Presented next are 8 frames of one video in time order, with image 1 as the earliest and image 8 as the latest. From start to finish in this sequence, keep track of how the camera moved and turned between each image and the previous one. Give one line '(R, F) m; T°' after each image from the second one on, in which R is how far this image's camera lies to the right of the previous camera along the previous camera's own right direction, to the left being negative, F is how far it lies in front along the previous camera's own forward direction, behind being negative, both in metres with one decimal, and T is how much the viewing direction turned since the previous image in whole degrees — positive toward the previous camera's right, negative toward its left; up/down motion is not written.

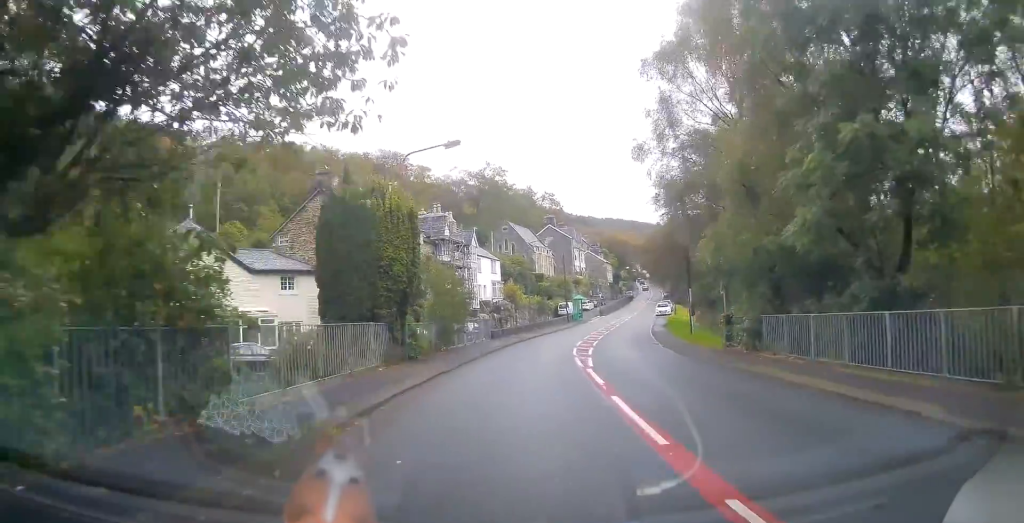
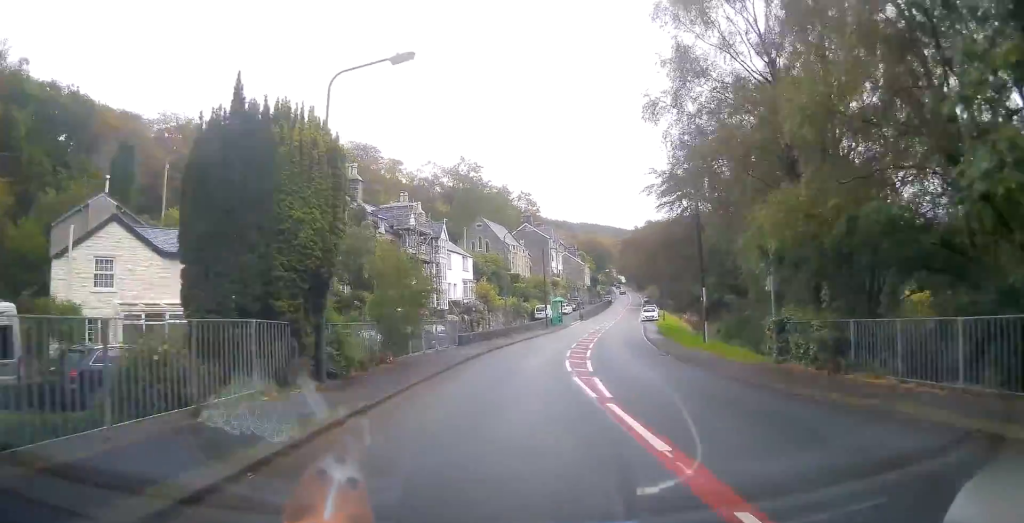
(0.0, +6.3) m; +2°
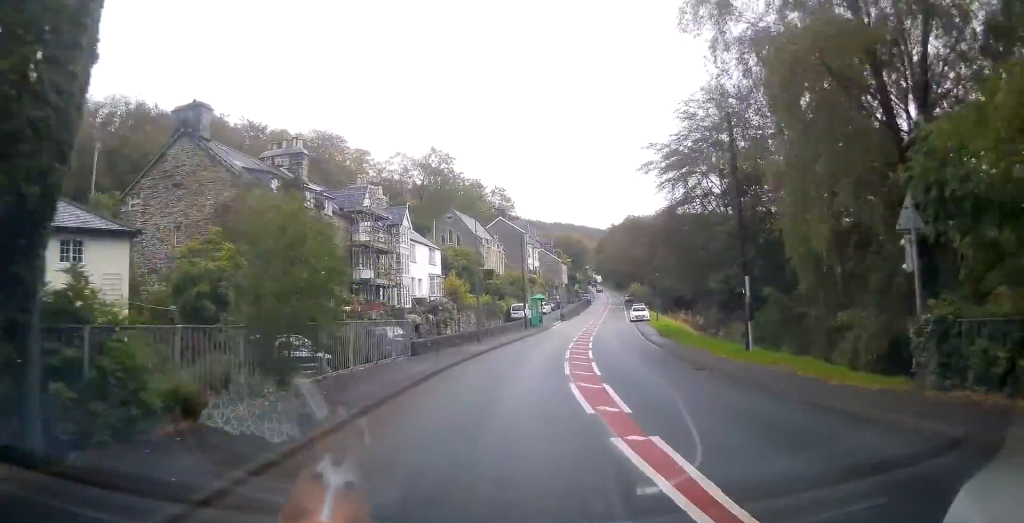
(+0.3, +7.5) m; +2°
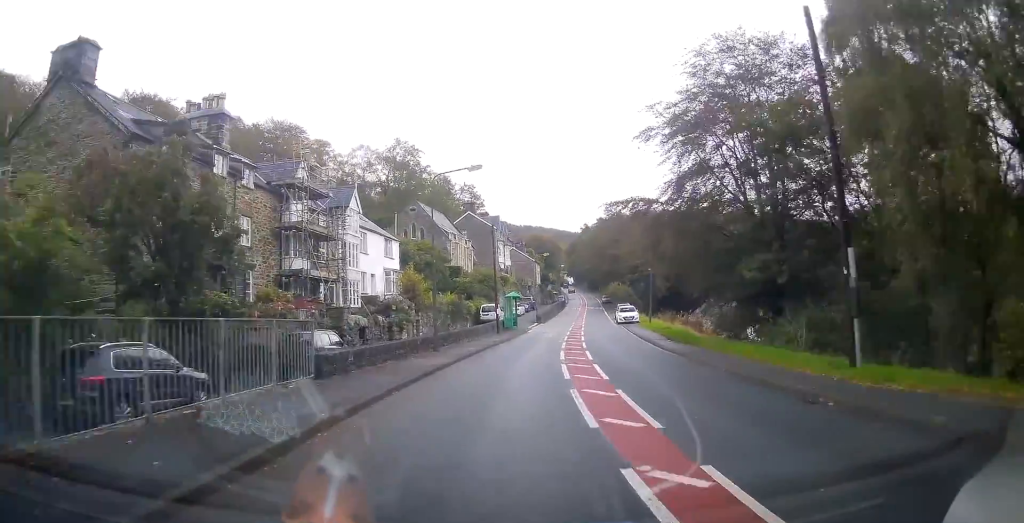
(+0.2, +7.9) m; +3°
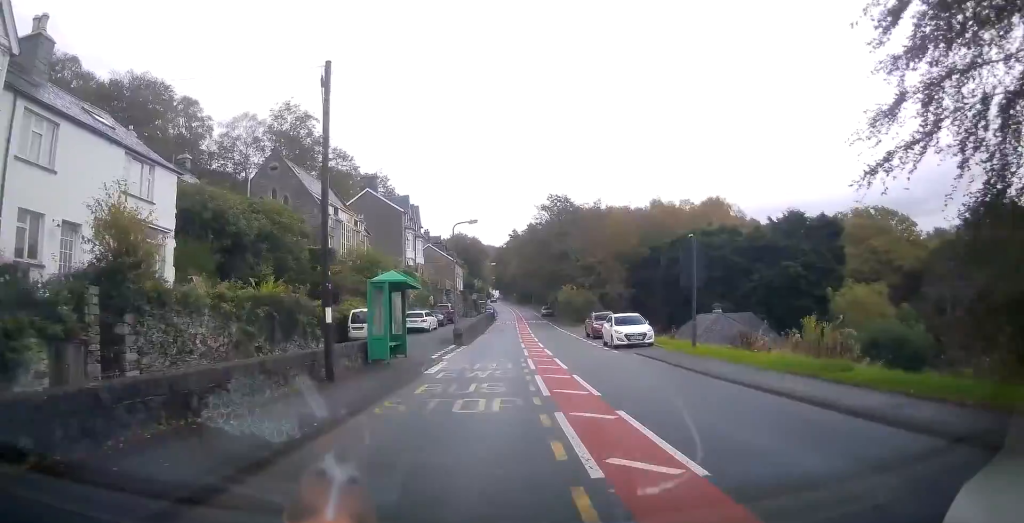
(+2.4, +26.0) m; +8°
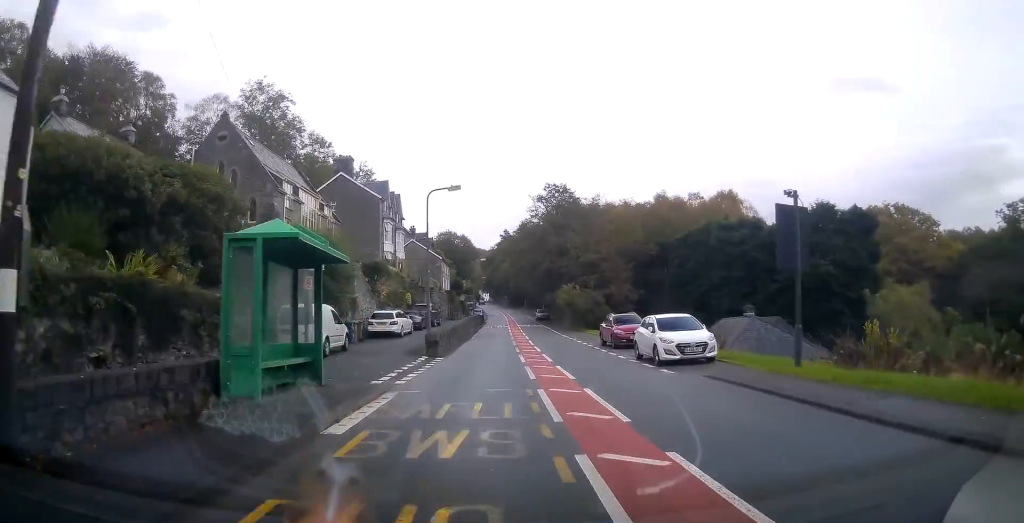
(-0.2, +8.9) m; +1°
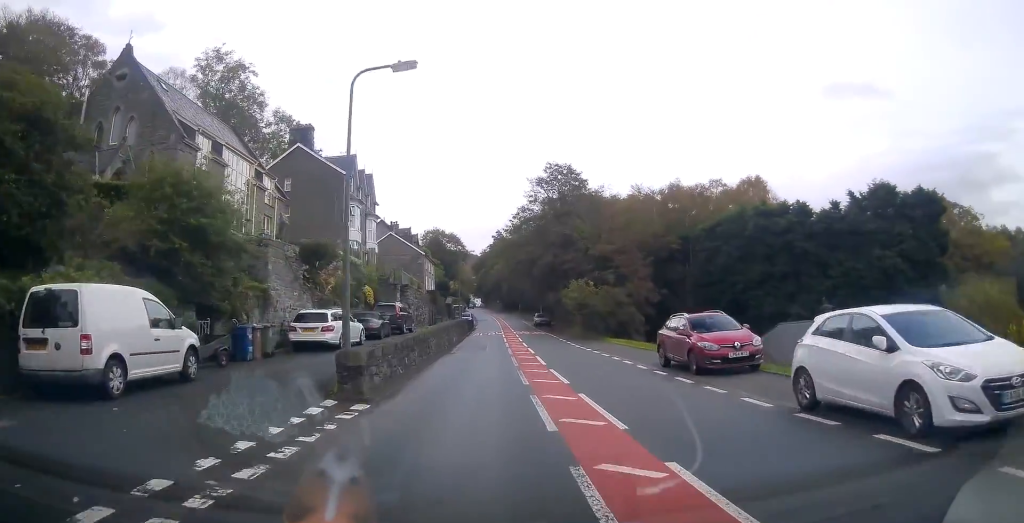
(+0.4, +12.3) m; +2°
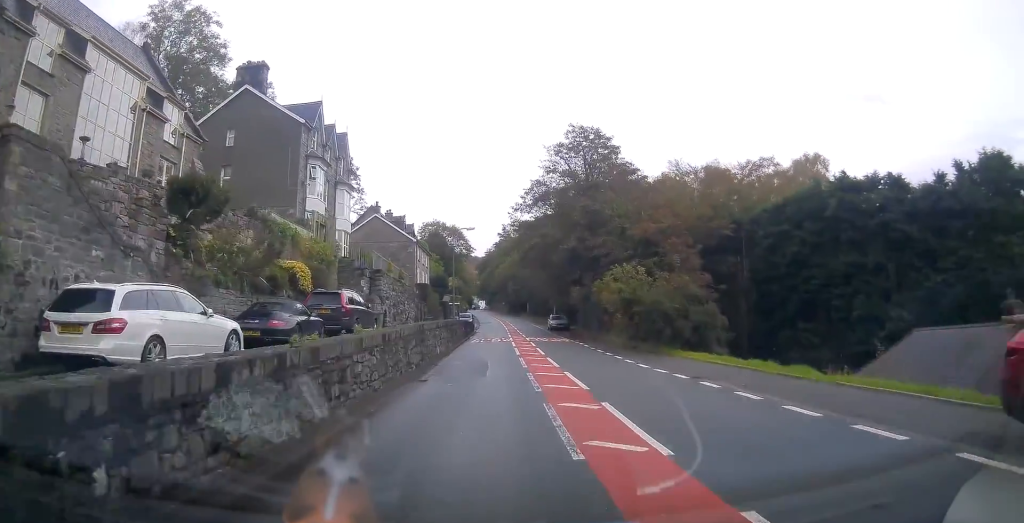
(0.0, +13.5) m; -2°
